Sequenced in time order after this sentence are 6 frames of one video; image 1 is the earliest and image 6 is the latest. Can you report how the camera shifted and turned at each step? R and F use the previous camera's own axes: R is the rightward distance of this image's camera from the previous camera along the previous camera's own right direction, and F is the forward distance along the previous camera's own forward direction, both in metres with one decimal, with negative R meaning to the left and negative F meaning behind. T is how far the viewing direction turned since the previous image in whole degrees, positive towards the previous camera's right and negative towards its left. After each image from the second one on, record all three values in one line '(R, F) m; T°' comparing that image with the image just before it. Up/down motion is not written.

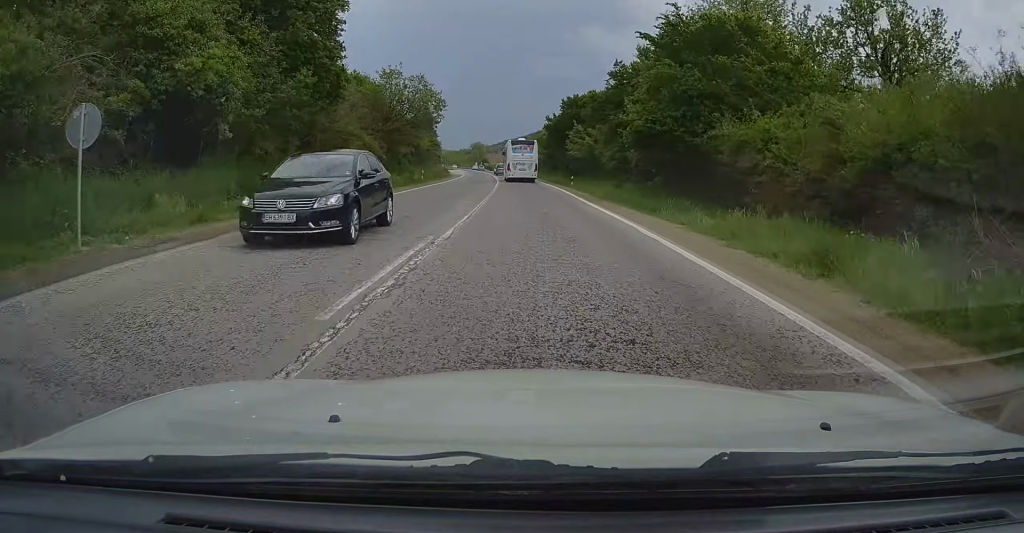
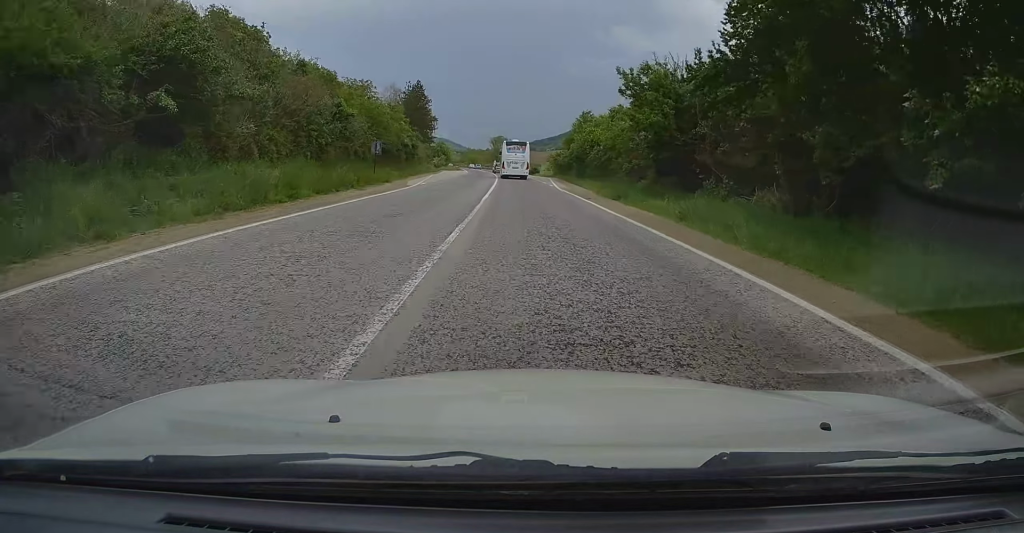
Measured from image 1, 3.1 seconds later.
(-0.6, +59.7) m; -1°
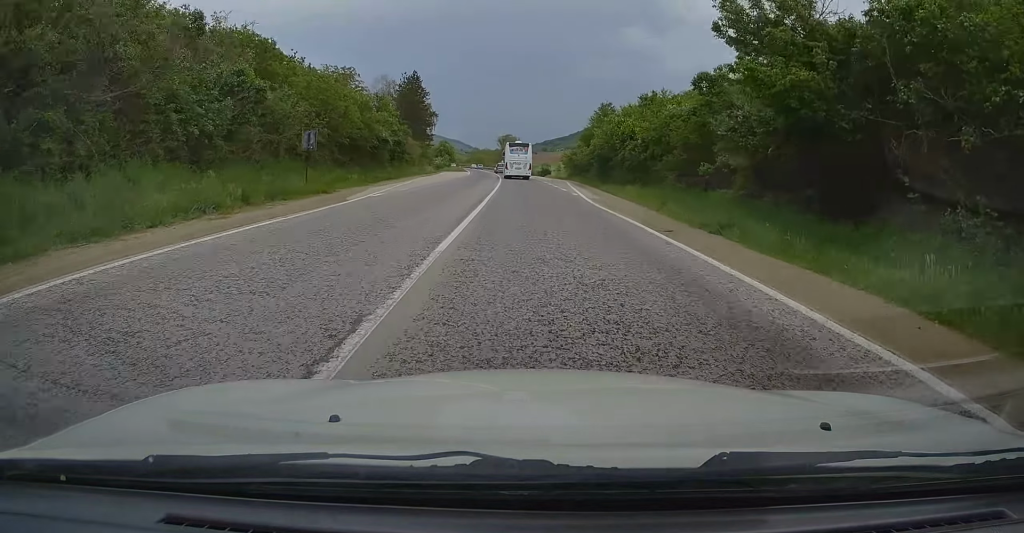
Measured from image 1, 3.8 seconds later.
(0.0, +14.0) m; -1°
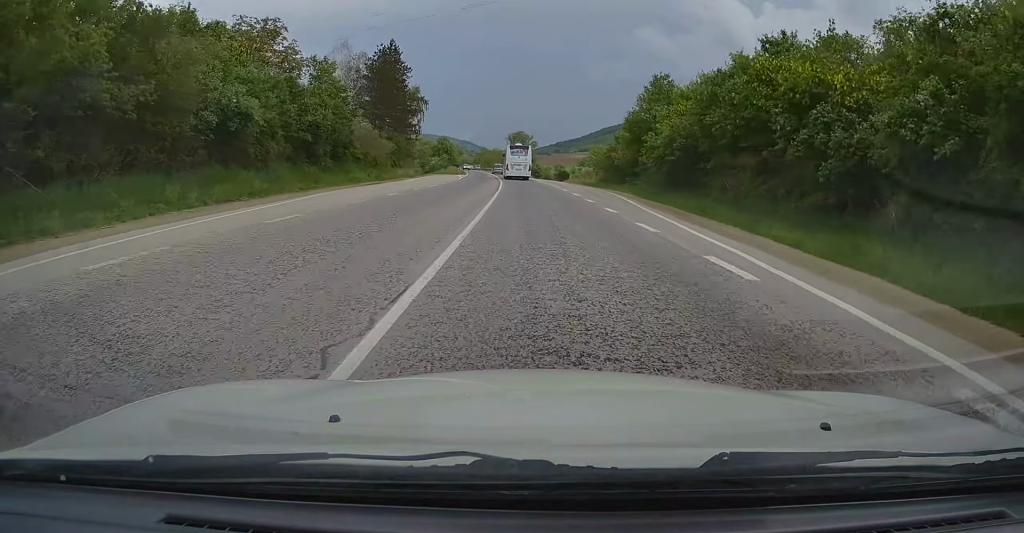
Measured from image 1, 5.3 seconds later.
(-0.6, +28.7) m; -2°
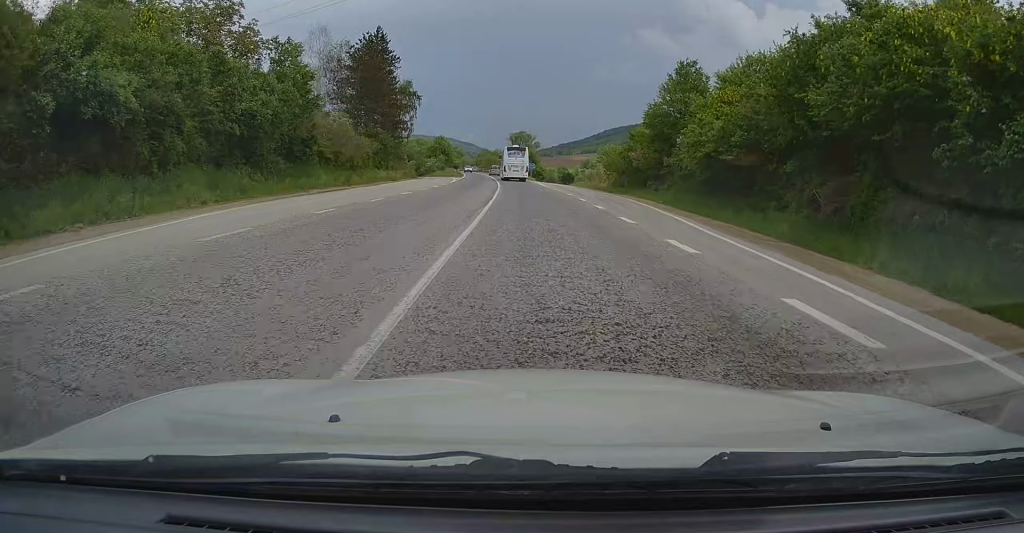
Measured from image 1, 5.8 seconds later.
(0.0, +9.0) m; 0°
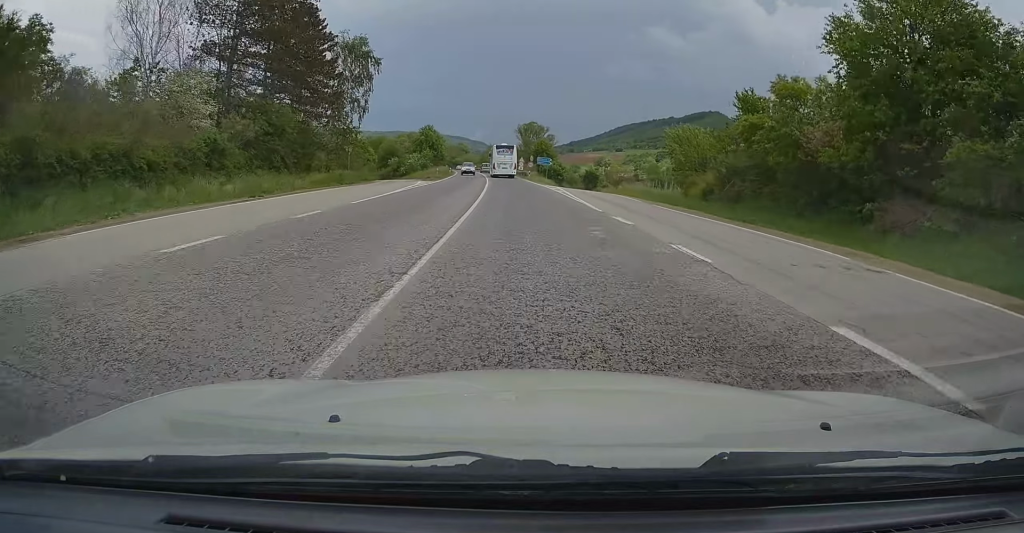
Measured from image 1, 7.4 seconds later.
(-0.3, +31.2) m; -2°
